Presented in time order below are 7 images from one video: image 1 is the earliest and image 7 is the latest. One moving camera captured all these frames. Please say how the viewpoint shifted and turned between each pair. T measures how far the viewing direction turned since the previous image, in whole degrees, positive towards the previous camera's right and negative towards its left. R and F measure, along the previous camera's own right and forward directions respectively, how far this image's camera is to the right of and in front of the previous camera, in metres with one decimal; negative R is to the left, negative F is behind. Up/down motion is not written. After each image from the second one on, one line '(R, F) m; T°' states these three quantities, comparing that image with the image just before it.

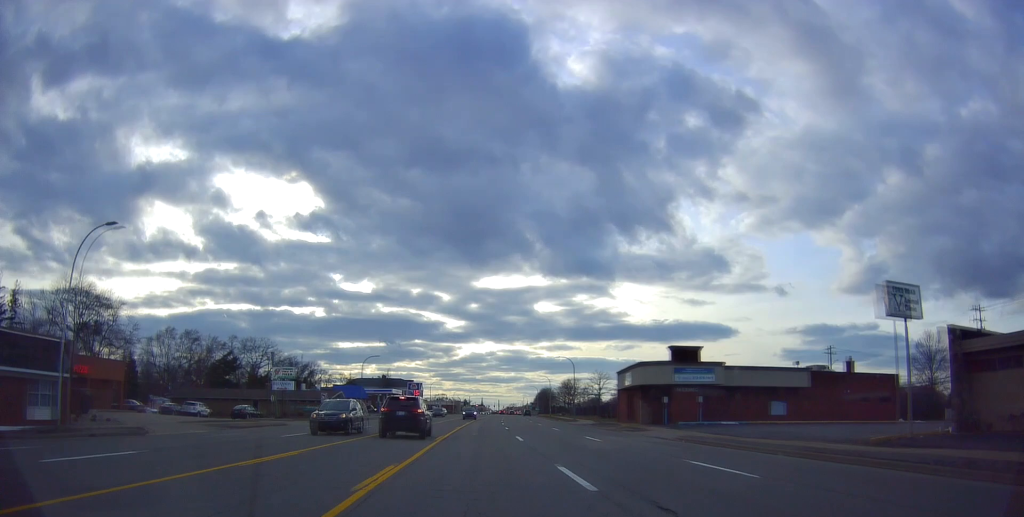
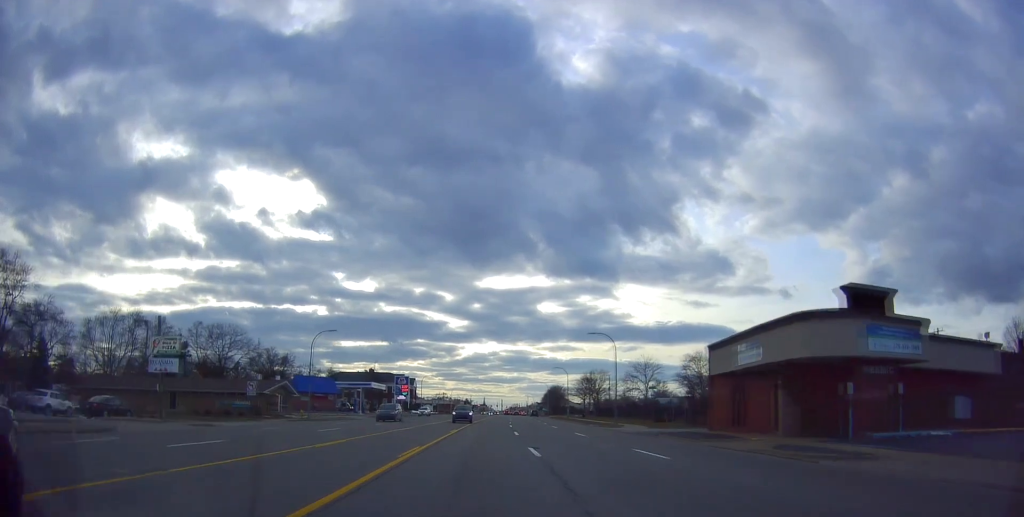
(-0.5, +26.0) m; 0°
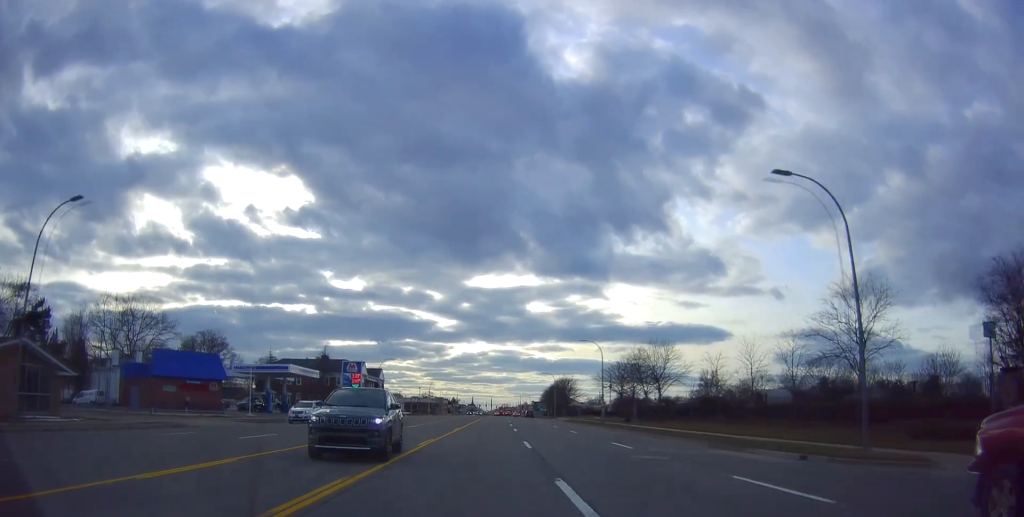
(-0.1, +40.4) m; 0°
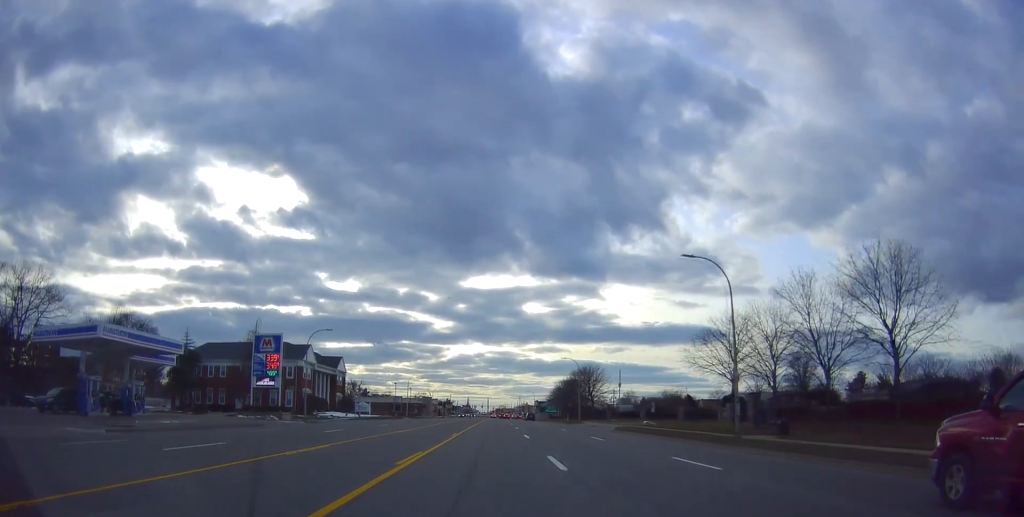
(+0.2, +36.0) m; 0°
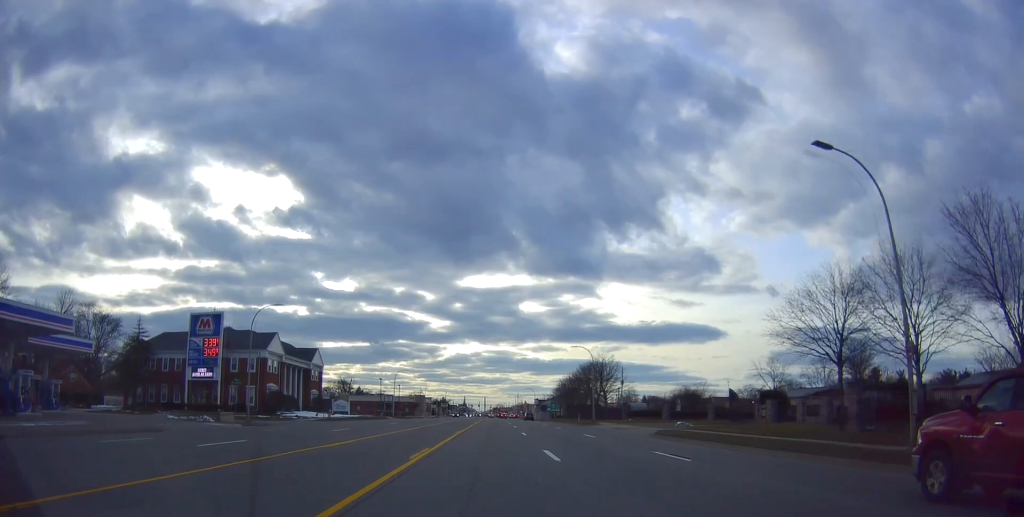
(0.0, +13.6) m; 0°
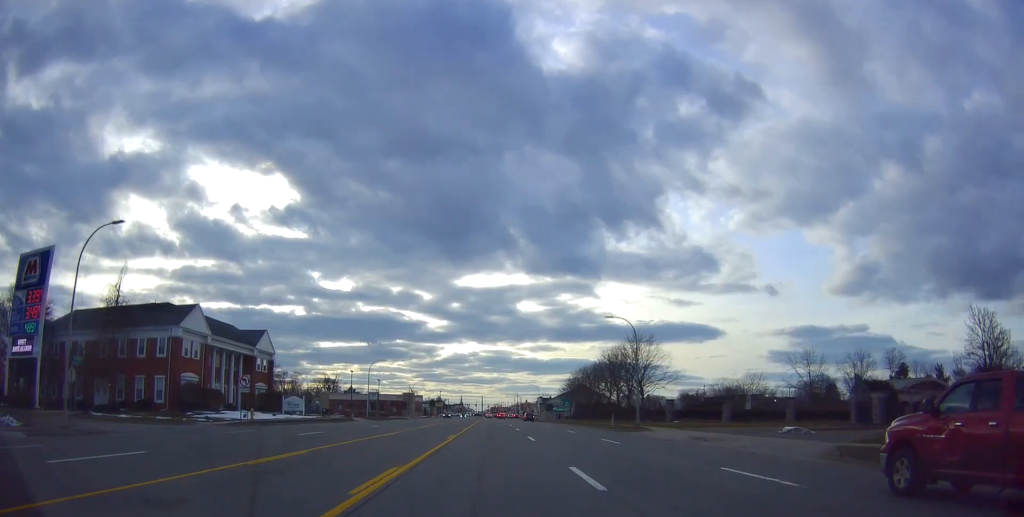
(+0.4, +21.9) m; +1°
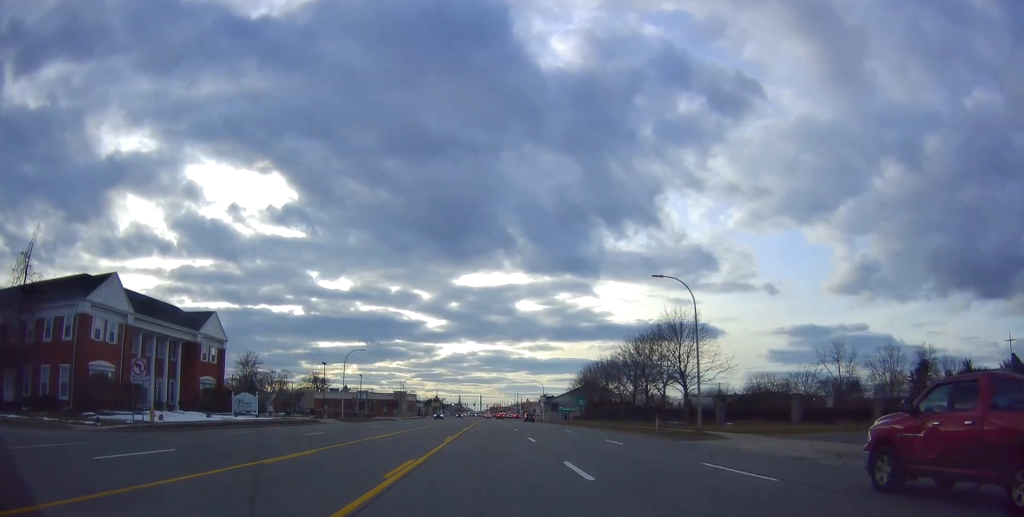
(0.0, +14.6) m; 0°
